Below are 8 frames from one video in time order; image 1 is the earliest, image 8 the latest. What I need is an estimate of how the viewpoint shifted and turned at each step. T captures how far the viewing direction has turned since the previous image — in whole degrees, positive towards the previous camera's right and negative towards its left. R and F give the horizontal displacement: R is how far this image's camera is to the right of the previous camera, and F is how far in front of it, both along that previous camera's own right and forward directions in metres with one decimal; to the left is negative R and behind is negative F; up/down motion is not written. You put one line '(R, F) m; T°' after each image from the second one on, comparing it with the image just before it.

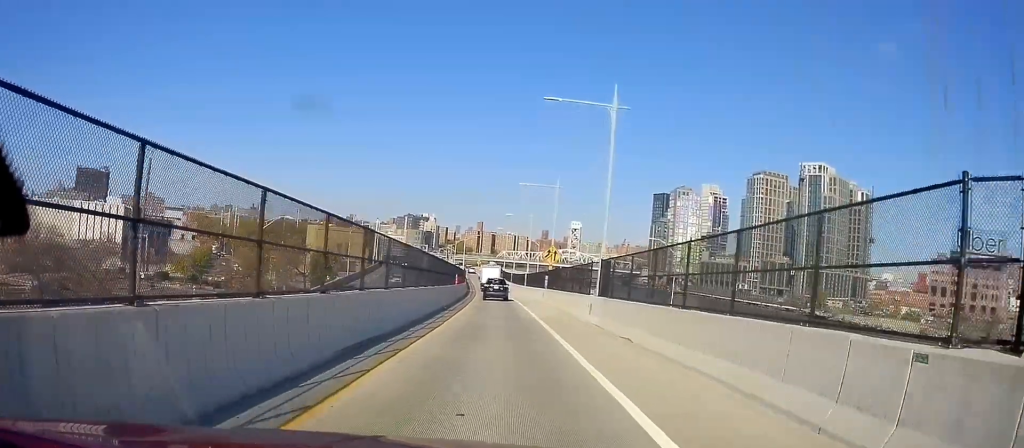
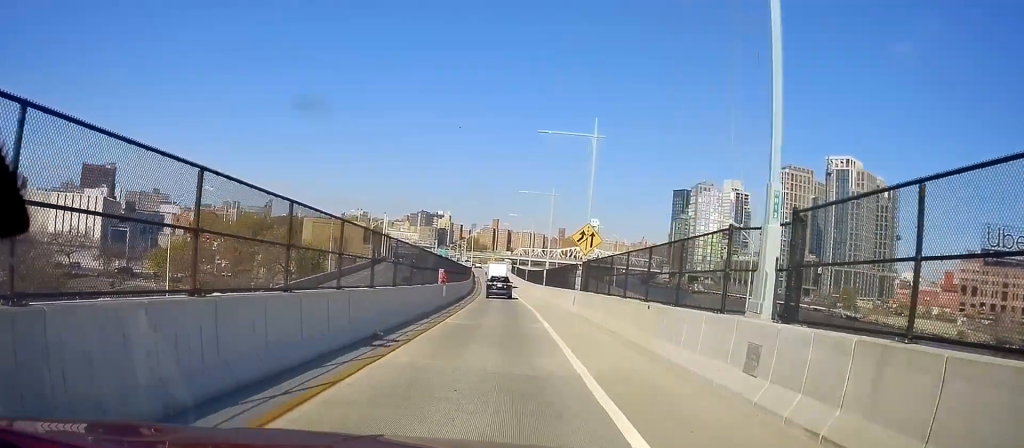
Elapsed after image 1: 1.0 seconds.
(0.0, +16.3) m; -1°
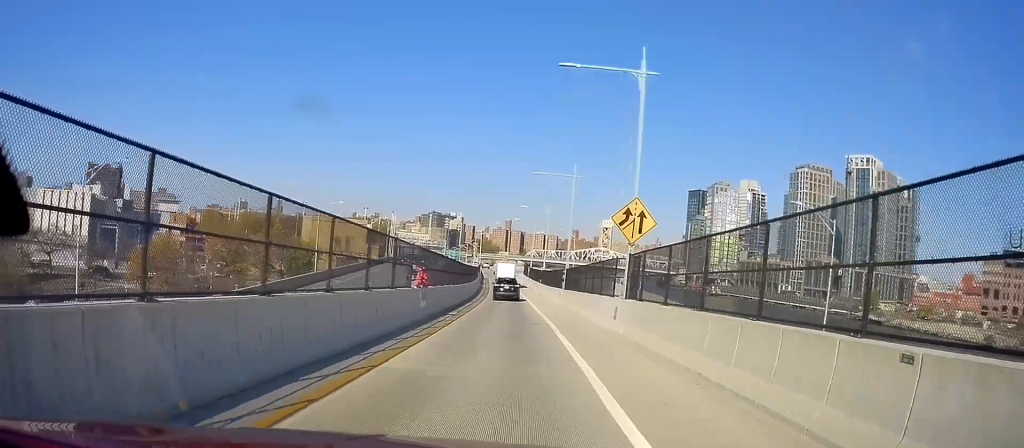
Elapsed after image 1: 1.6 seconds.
(+0.2, +10.0) m; -1°
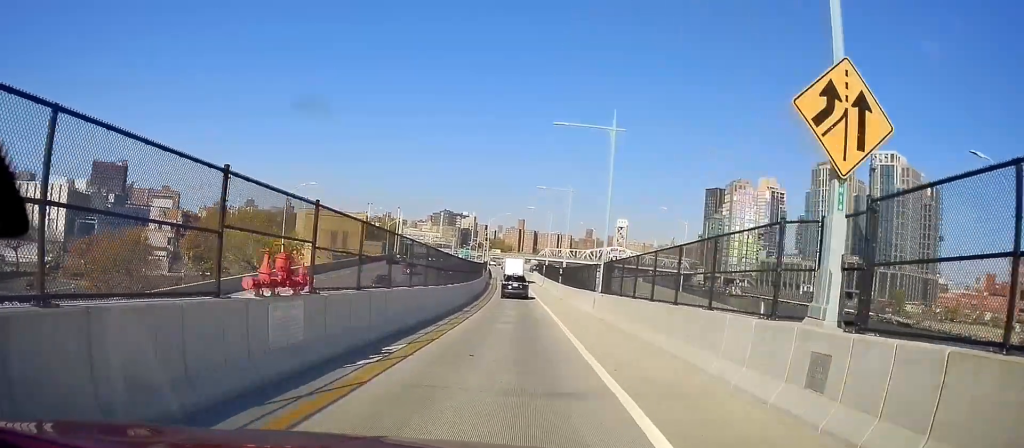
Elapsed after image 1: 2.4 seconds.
(-0.7, +13.7) m; -2°
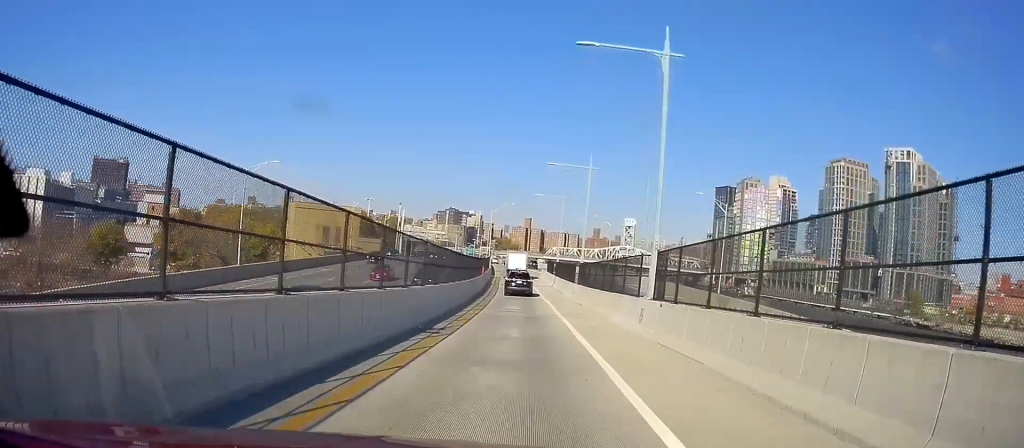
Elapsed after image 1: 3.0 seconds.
(0.0, +10.5) m; 0°
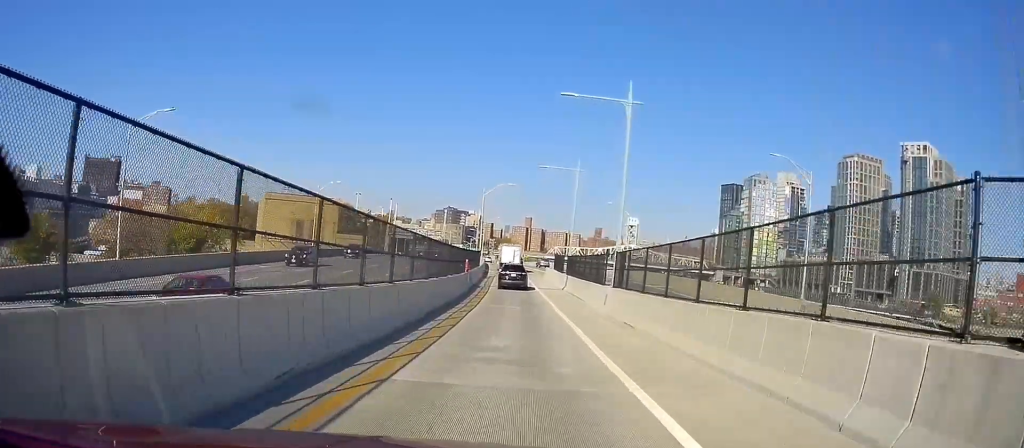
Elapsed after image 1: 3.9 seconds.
(-0.1, +16.3) m; 0°
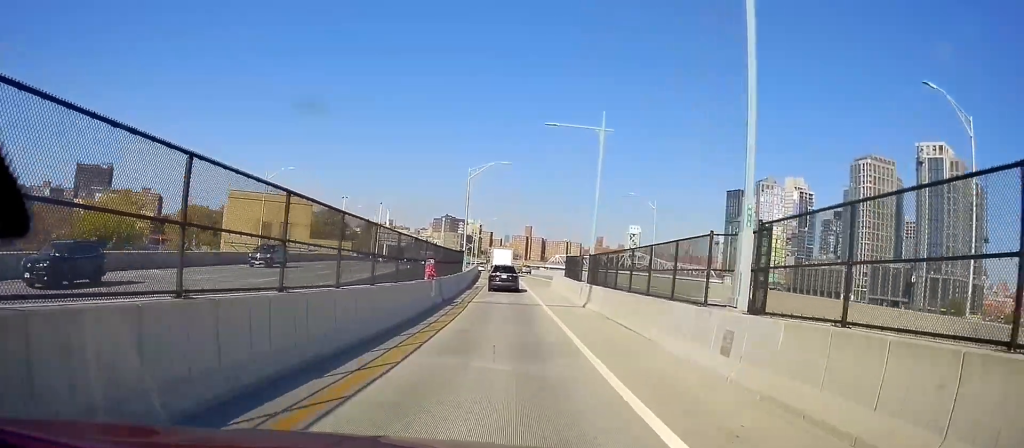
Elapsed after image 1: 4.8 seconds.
(0.0, +15.6) m; 0°
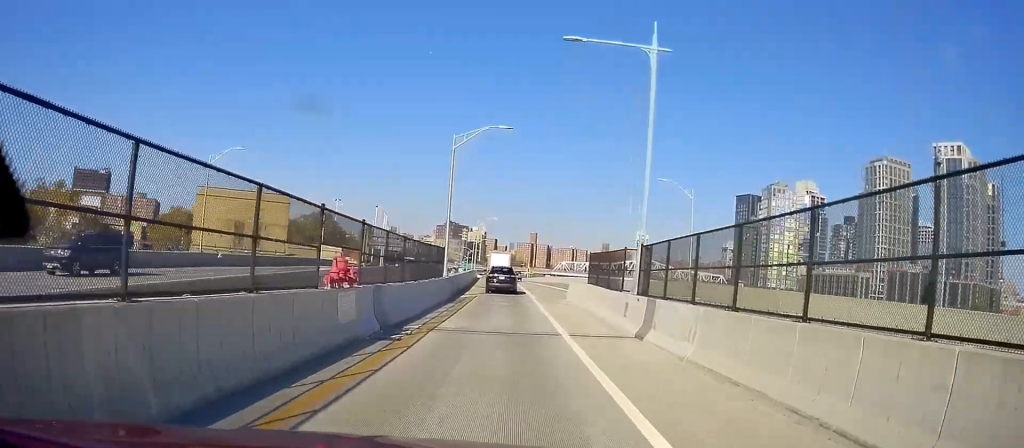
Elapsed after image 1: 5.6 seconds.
(+0.2, +12.7) m; 0°
